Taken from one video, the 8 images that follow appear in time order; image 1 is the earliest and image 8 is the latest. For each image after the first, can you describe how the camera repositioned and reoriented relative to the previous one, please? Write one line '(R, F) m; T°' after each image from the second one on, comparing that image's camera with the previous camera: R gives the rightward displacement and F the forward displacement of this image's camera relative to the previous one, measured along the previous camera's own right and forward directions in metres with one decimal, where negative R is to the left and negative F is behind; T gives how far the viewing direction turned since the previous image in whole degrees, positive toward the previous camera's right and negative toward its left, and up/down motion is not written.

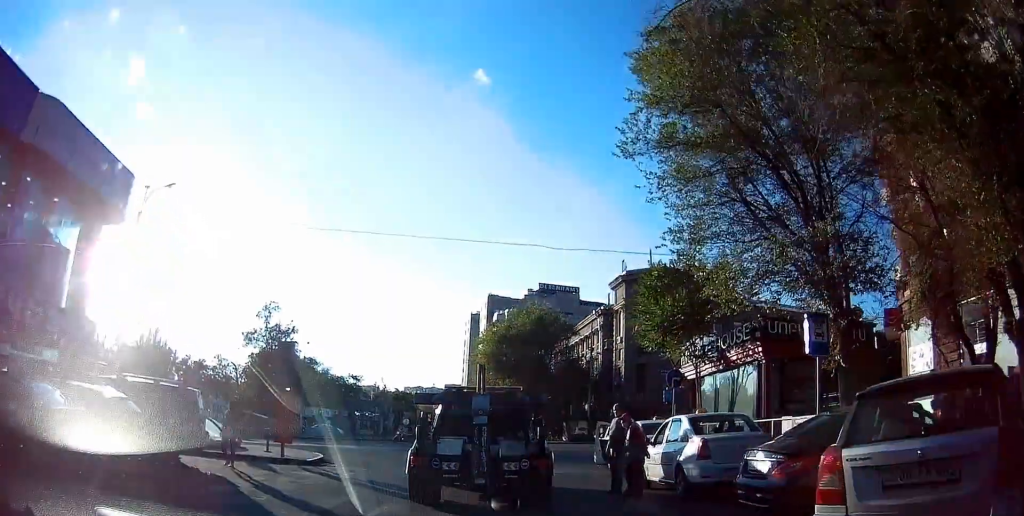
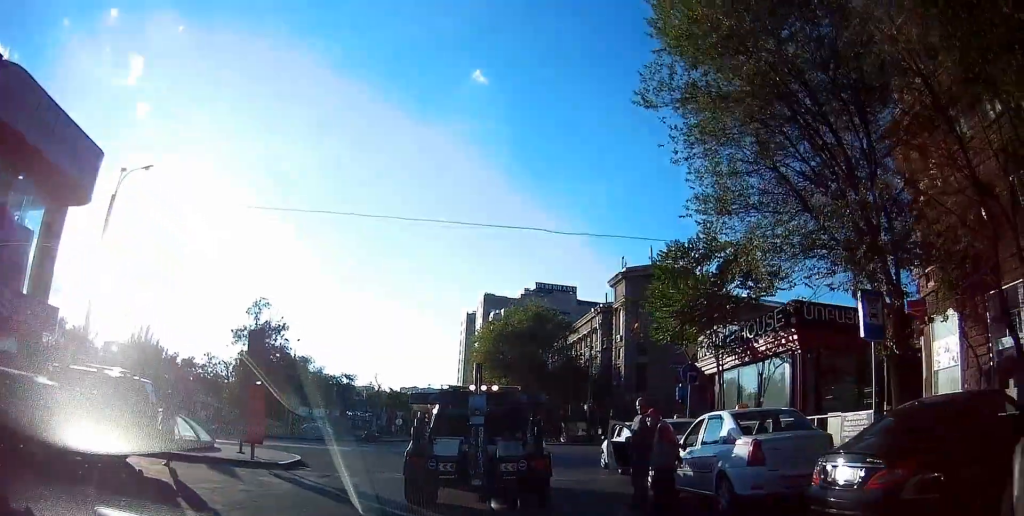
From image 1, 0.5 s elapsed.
(+0.1, +2.1) m; 0°
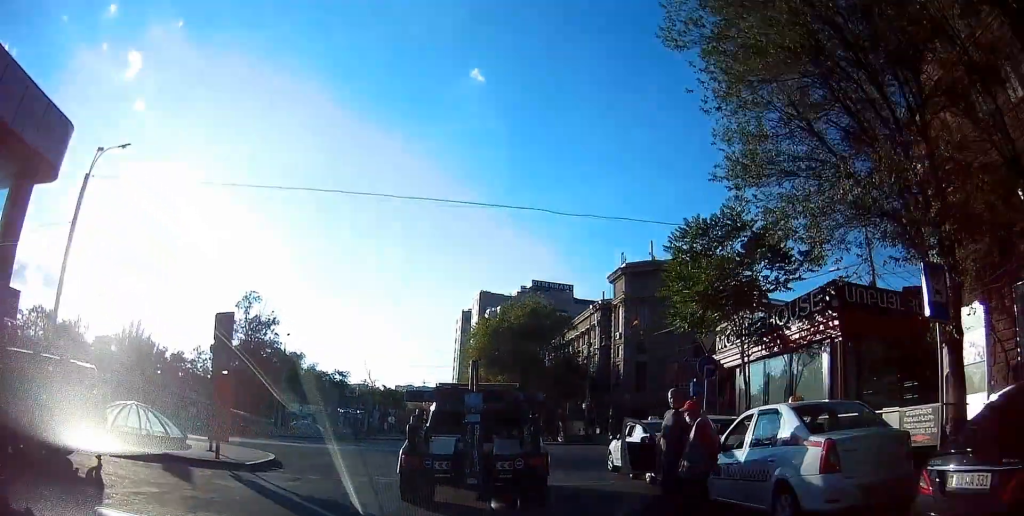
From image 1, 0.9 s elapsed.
(-0.1, +2.0) m; -5°
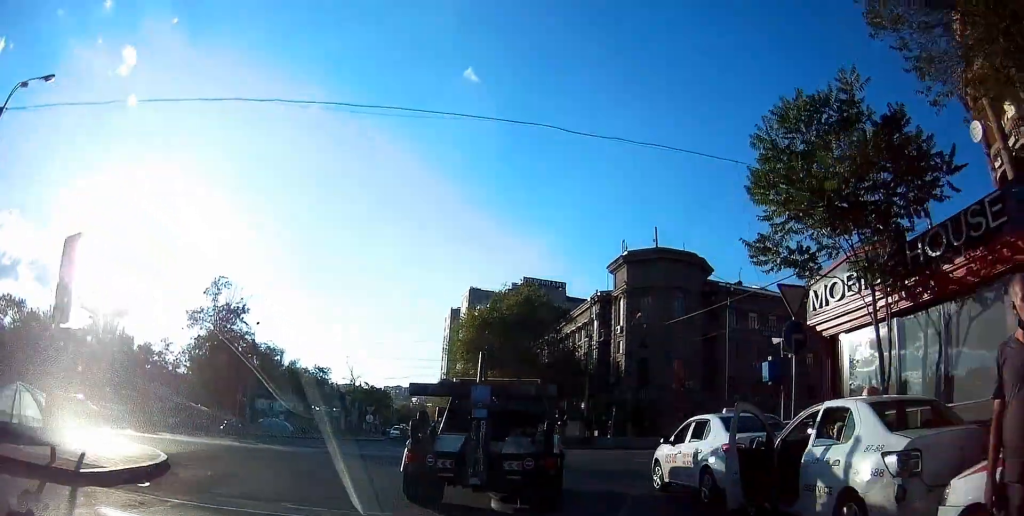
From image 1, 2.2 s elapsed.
(-0.8, +5.9) m; -3°
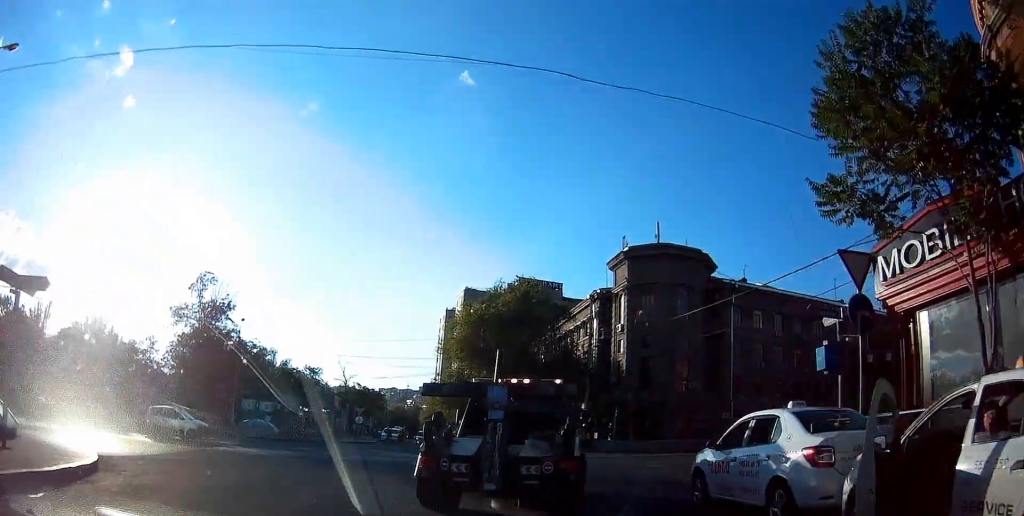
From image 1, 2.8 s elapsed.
(+0.3, +2.6) m; +6°
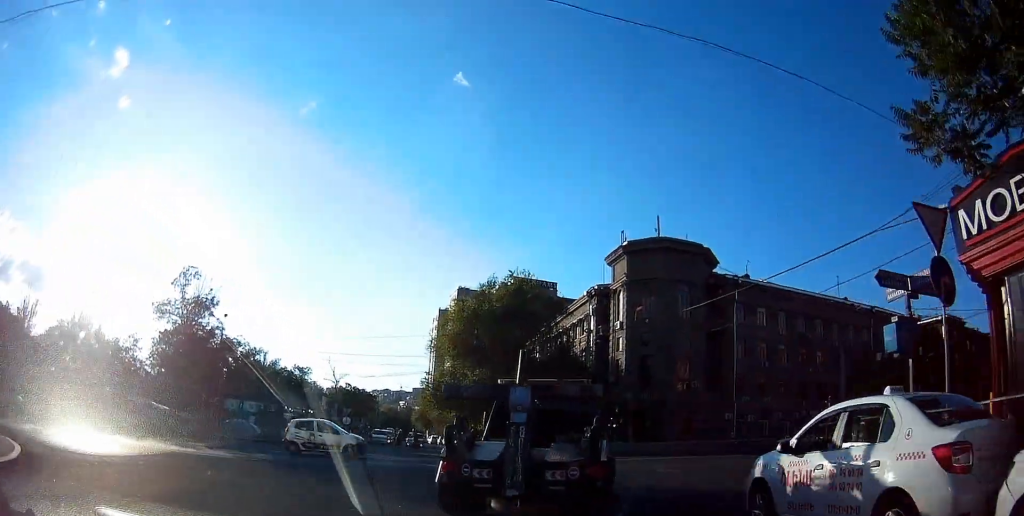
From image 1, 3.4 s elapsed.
(+0.3, +2.5) m; +7°
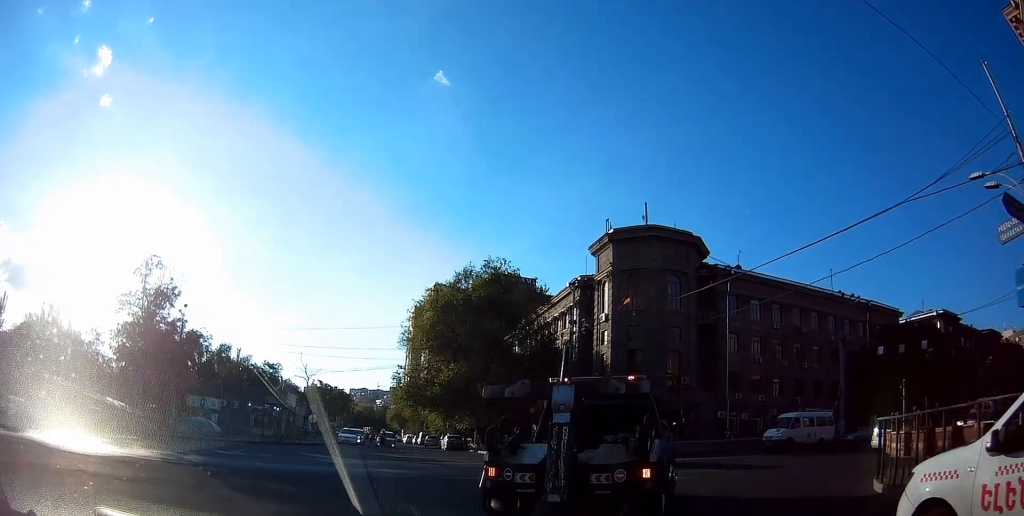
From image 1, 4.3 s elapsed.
(+0.1, +3.7) m; +1°
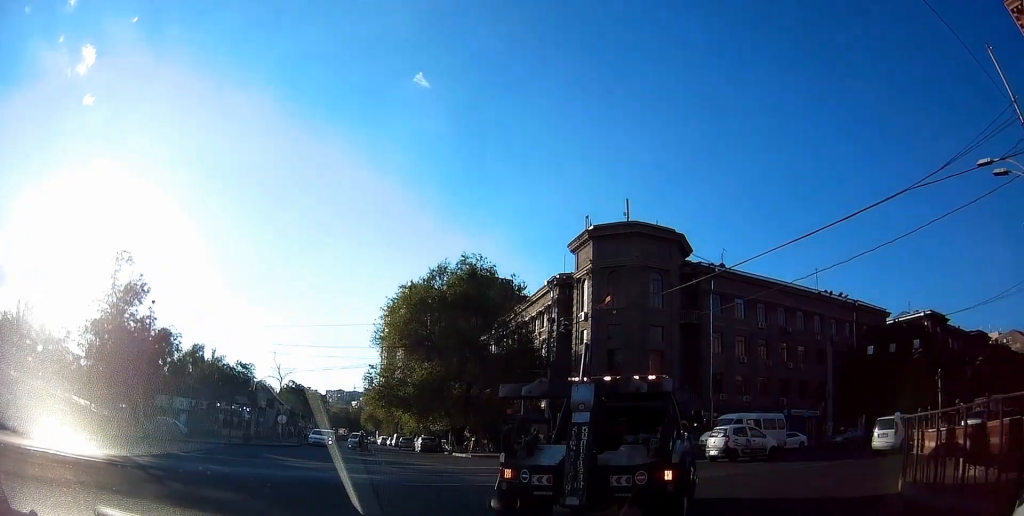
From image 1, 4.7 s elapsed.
(0.0, +1.8) m; +2°
